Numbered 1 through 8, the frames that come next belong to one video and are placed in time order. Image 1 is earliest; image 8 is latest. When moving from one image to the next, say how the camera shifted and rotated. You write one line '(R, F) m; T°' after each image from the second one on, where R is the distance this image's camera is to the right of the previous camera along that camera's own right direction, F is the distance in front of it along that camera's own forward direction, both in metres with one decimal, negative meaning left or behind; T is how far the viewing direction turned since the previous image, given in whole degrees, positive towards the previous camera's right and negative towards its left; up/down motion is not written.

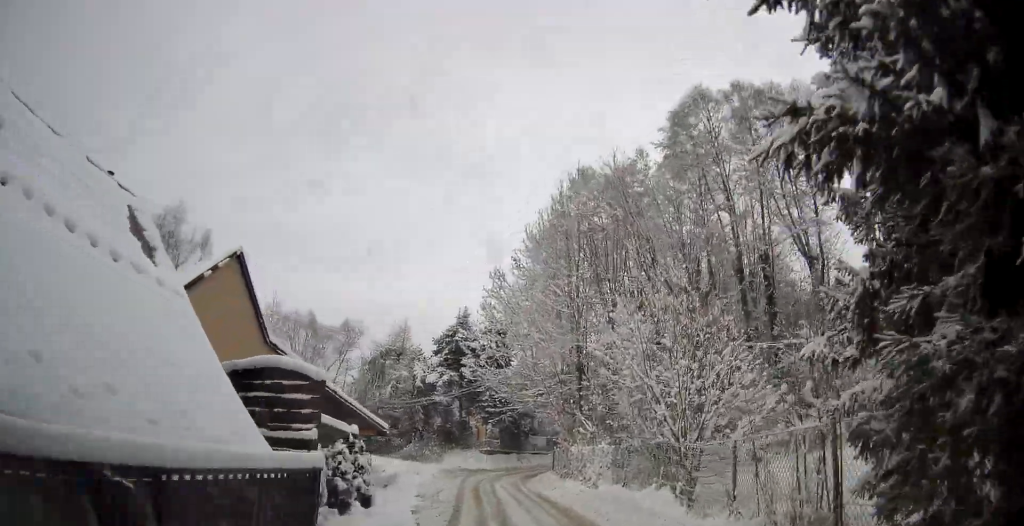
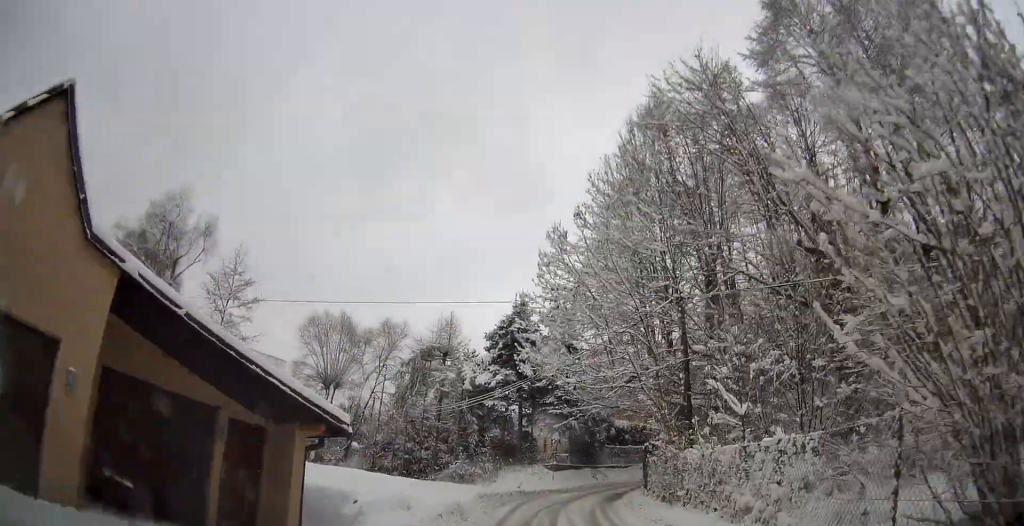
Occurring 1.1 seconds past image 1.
(-0.5, +8.8) m; -6°
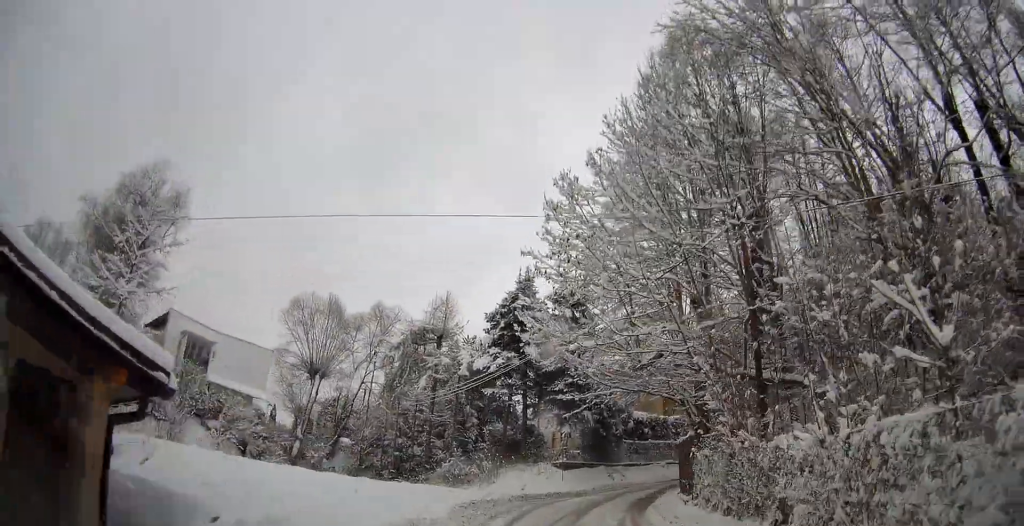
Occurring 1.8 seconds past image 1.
(-0.1, +5.2) m; -2°
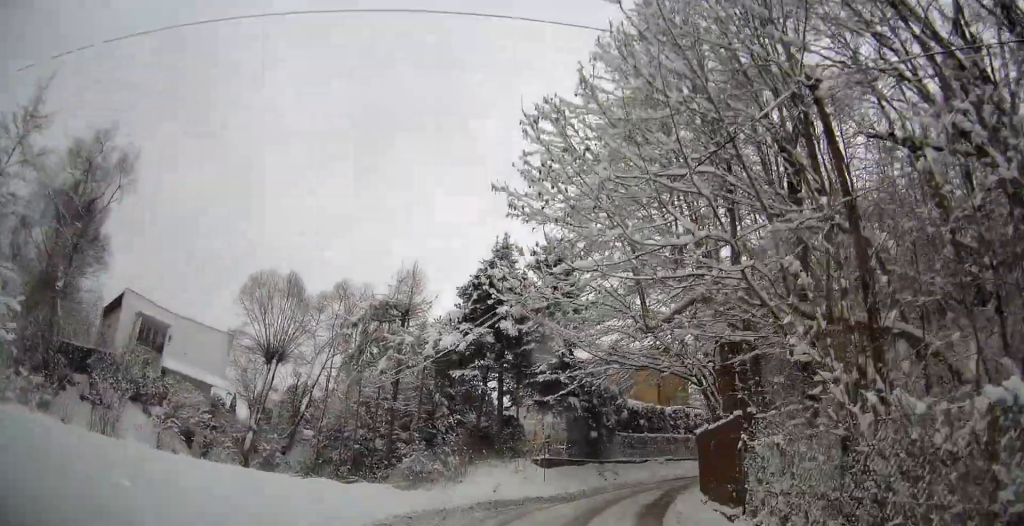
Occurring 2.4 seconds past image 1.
(-0.2, +5.0) m; +1°
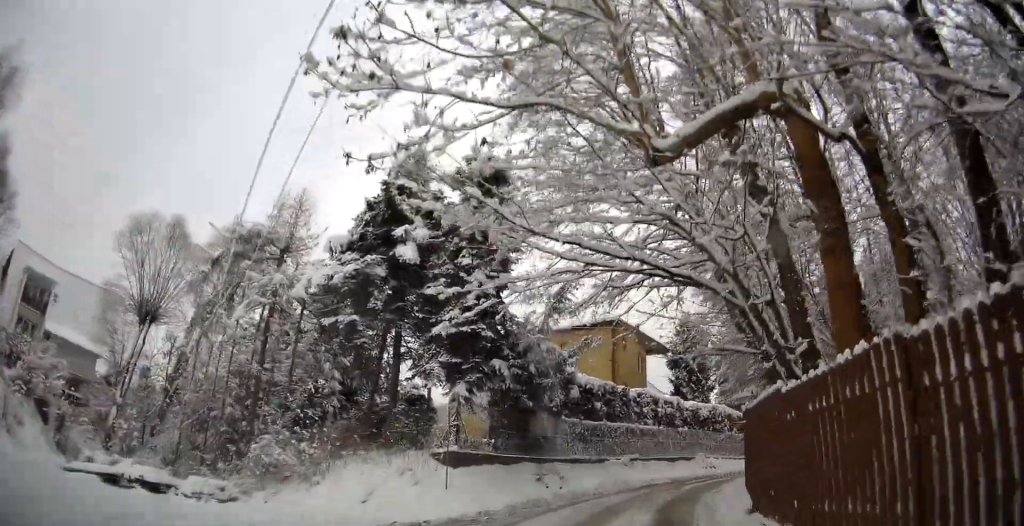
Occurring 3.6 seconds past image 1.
(+0.4, +9.3) m; +6°
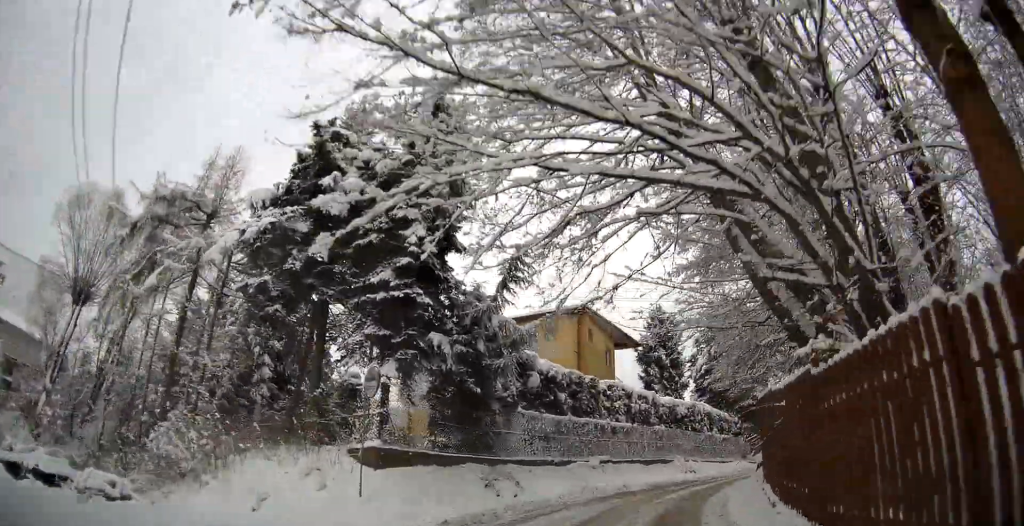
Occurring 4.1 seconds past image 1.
(+0.2, +3.7) m; +3°
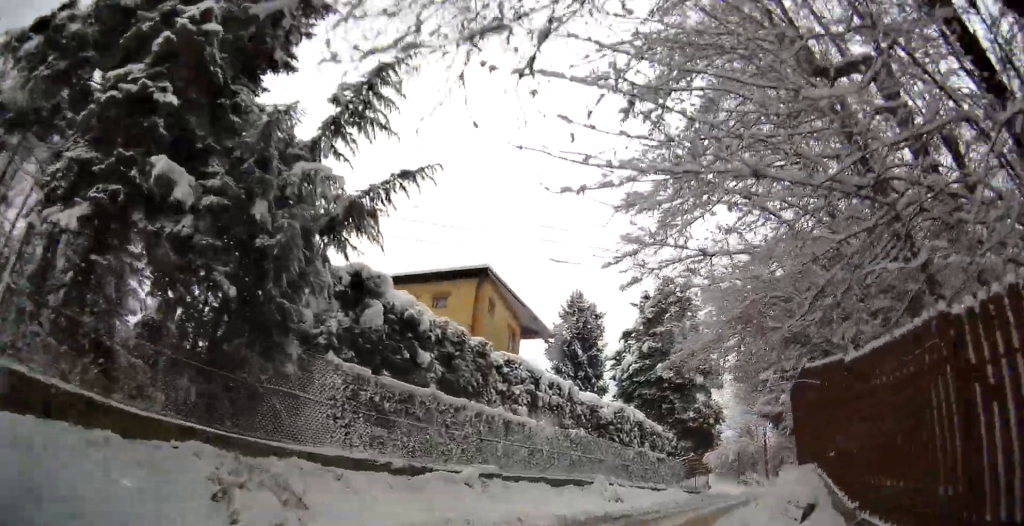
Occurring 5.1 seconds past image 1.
(+0.4, +8.1) m; +7°
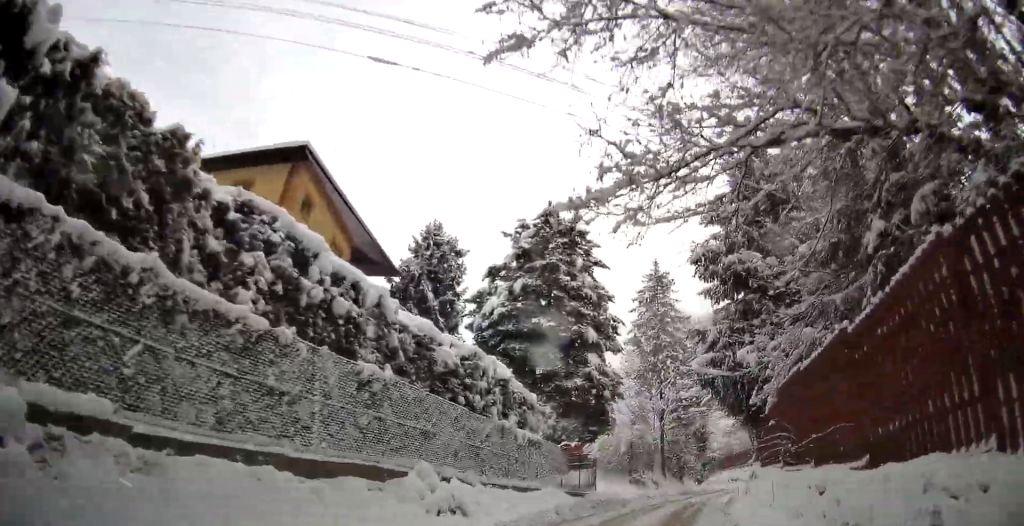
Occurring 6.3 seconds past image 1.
(+0.7, +8.5) m; +10°
